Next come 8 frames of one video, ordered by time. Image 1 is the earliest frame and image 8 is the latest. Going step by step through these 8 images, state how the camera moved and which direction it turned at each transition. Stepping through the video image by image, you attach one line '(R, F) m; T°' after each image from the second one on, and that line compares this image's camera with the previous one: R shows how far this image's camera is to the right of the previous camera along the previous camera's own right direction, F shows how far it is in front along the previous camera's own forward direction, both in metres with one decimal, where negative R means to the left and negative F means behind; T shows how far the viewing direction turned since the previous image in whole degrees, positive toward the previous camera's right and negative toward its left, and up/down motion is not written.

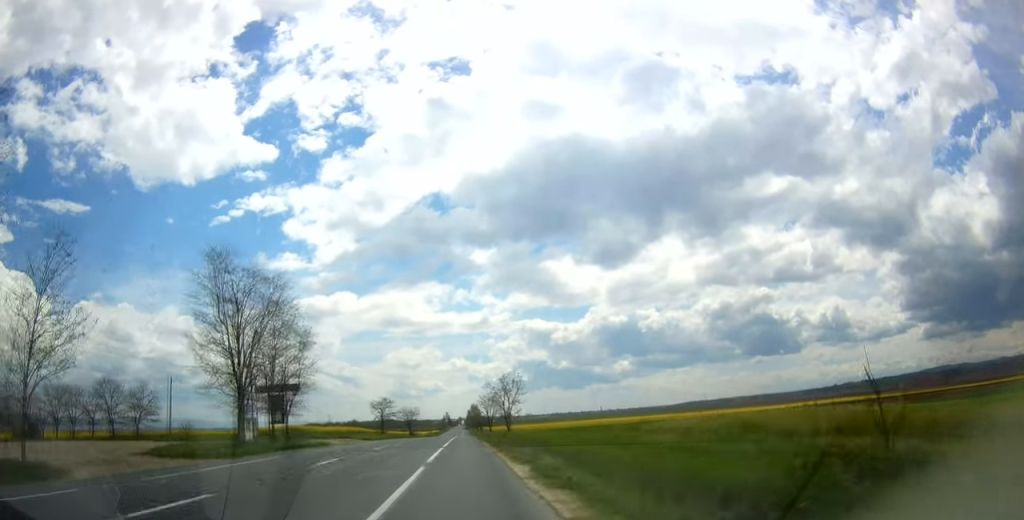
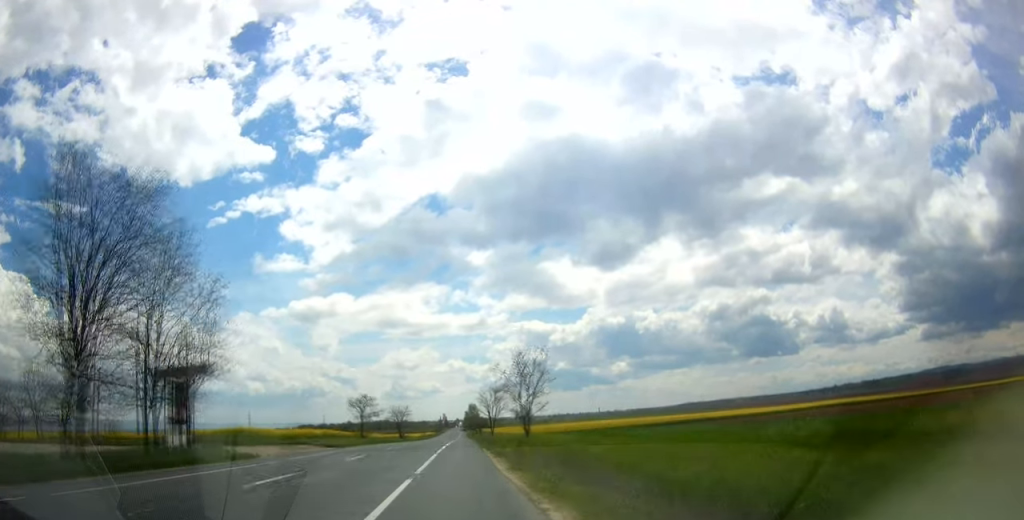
(+0.1, +17.5) m; +1°
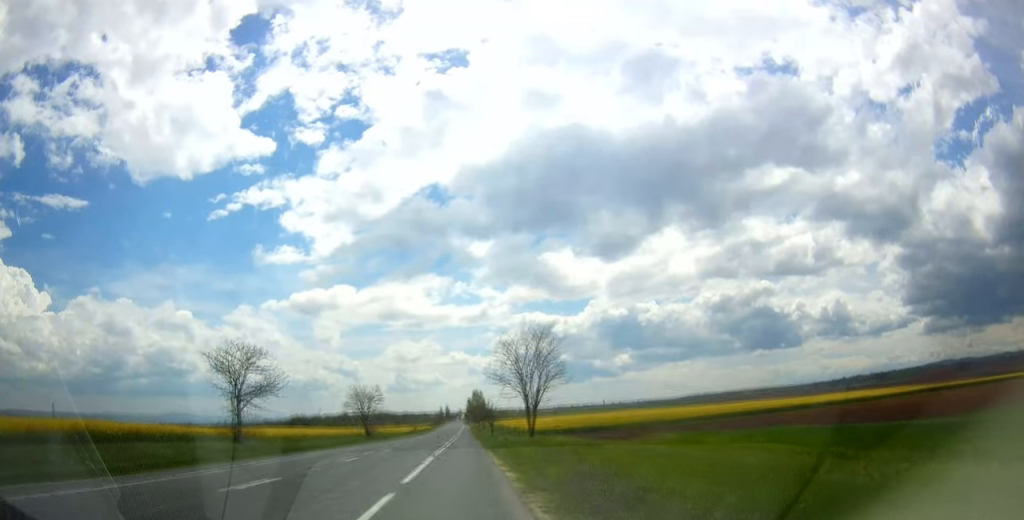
(+0.2, +47.9) m; 0°
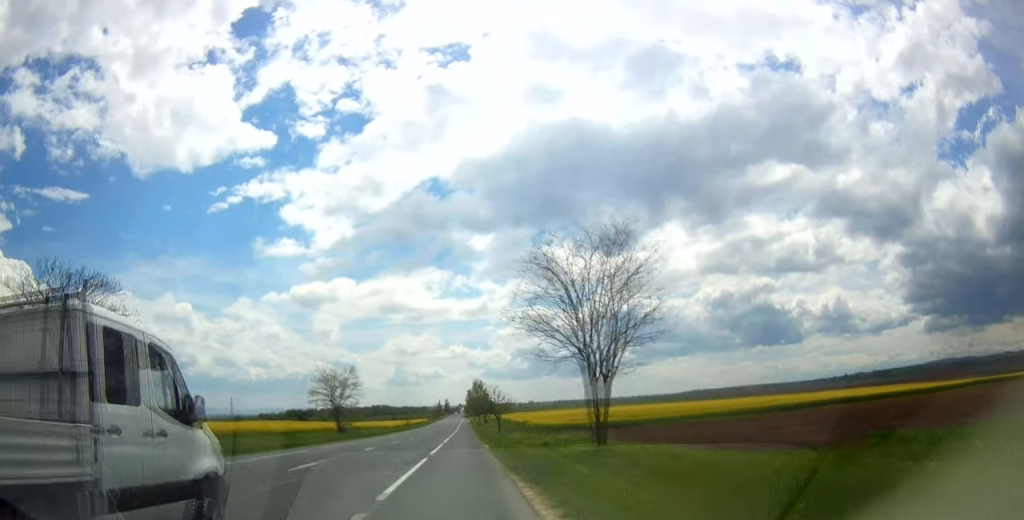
(-0.2, +18.5) m; 0°
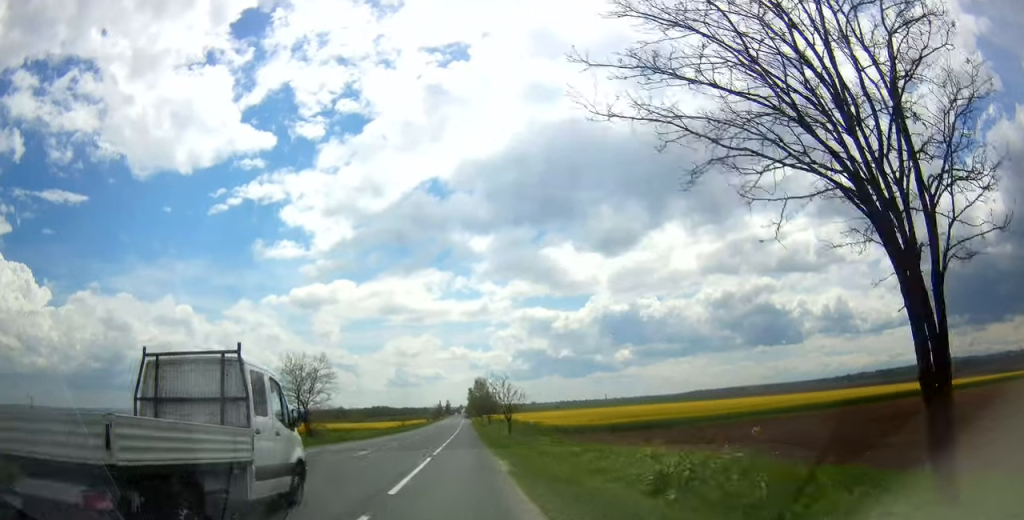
(+0.3, +13.9) m; +1°
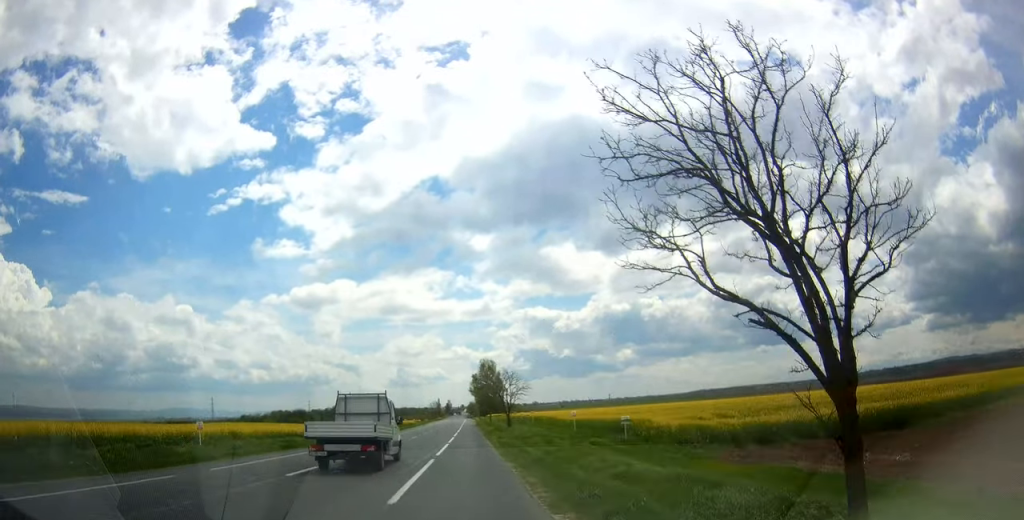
(-0.8, +45.7) m; -2°
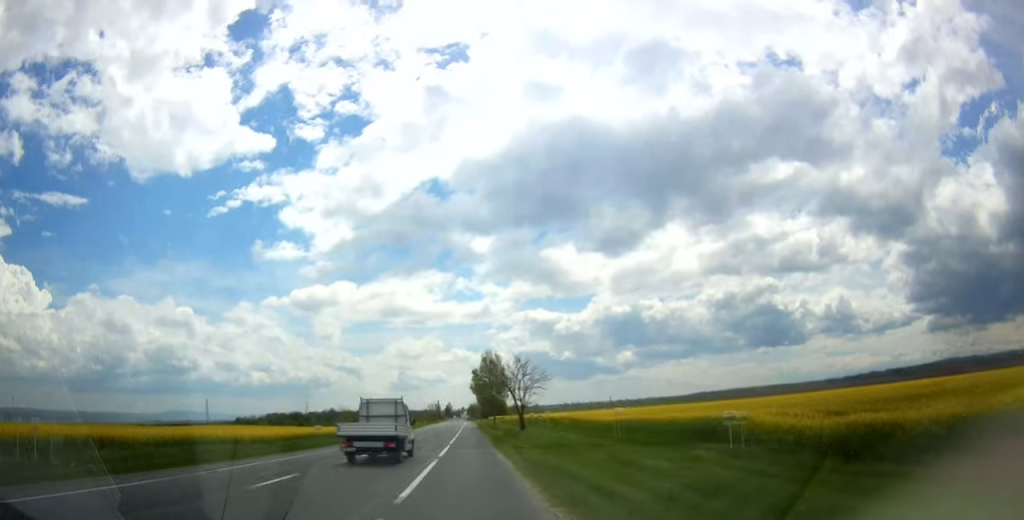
(0.0, +14.1) m; 0°
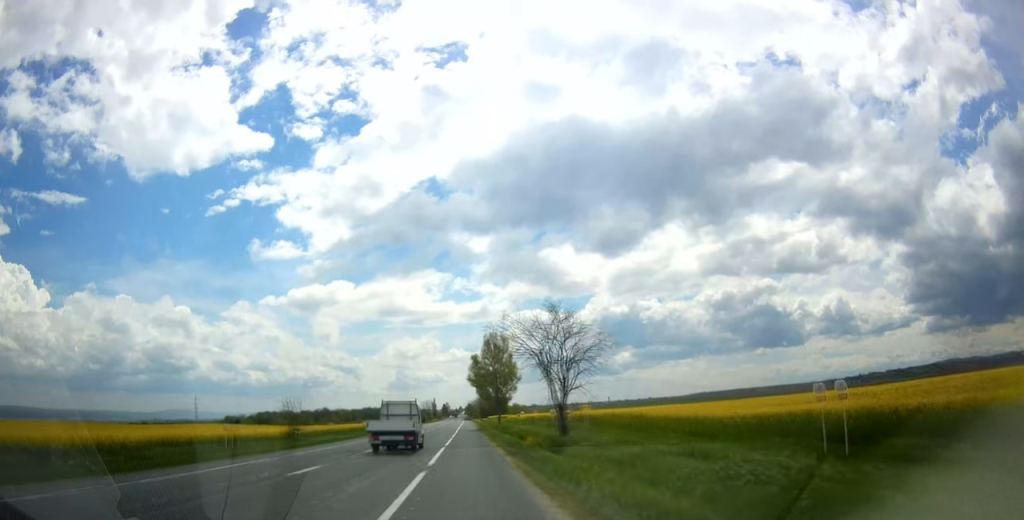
(+0.1, +20.9) m; +1°
